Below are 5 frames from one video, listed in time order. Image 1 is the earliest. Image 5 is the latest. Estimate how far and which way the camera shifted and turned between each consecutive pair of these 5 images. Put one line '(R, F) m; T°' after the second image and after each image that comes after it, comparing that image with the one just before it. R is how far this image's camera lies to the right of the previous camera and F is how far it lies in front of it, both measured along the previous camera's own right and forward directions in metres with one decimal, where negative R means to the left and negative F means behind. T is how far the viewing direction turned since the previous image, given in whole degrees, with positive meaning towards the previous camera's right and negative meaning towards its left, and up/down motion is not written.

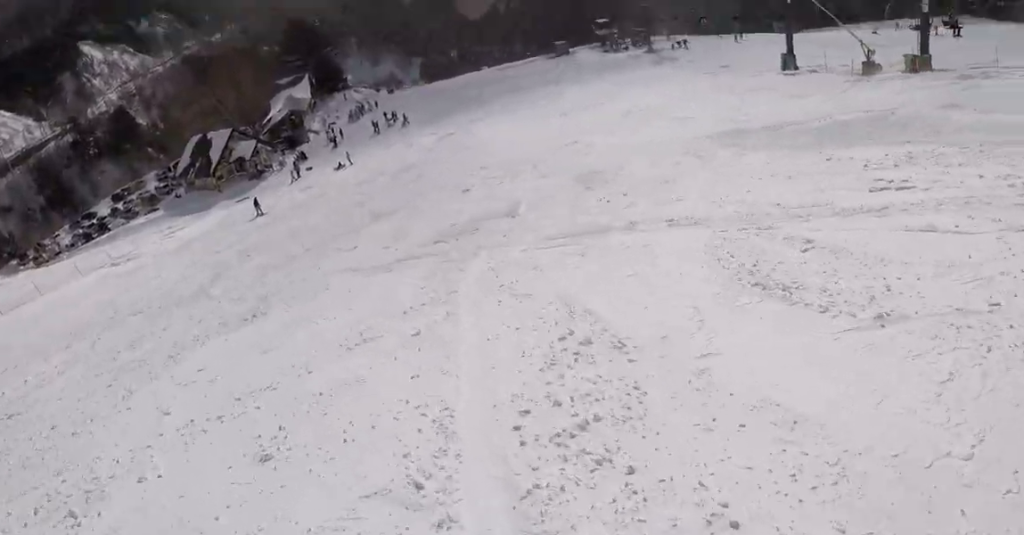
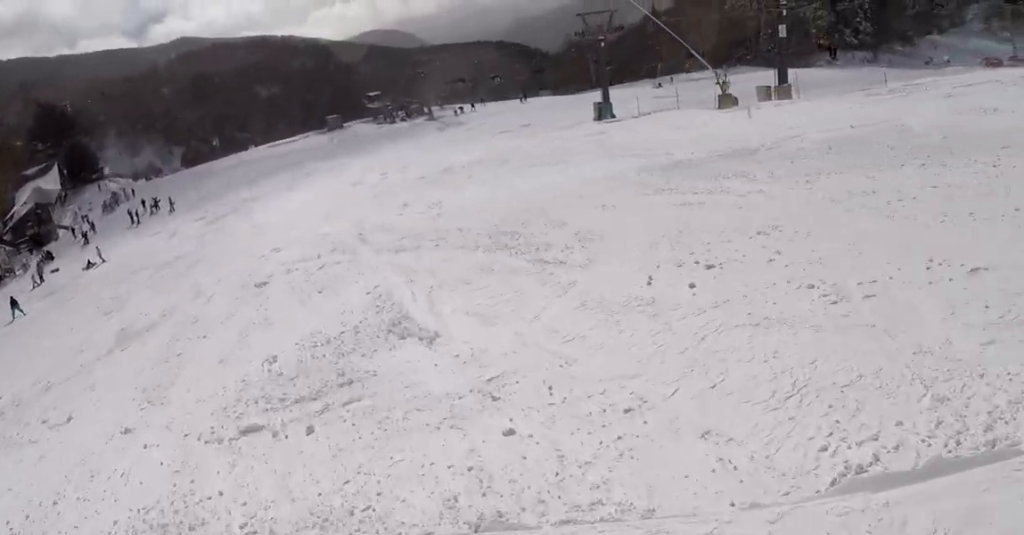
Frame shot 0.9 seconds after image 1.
(+1.0, +8.3) m; +22°
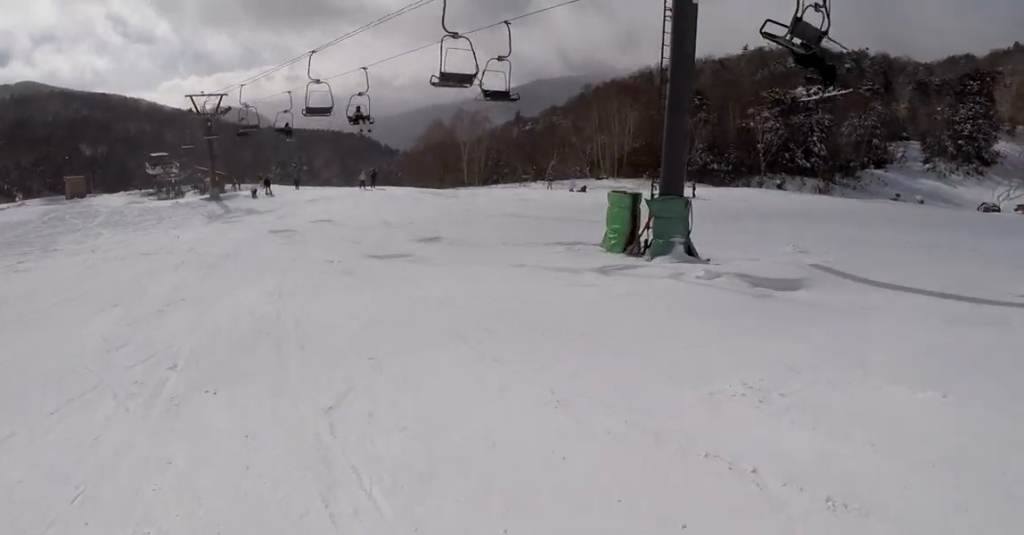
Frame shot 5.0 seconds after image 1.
(+2.3, +36.6) m; +4°
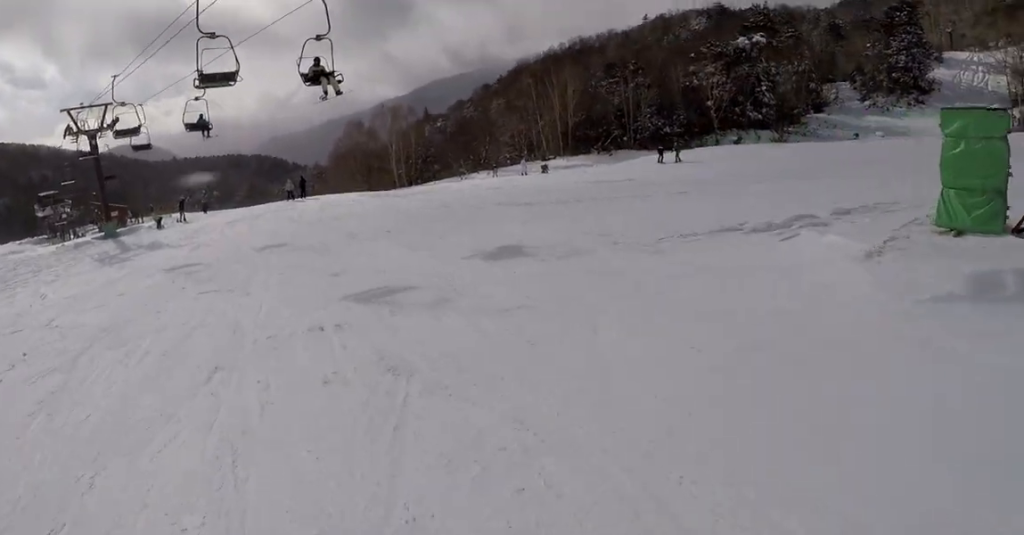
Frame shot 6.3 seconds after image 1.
(+1.3, +10.6) m; +3°
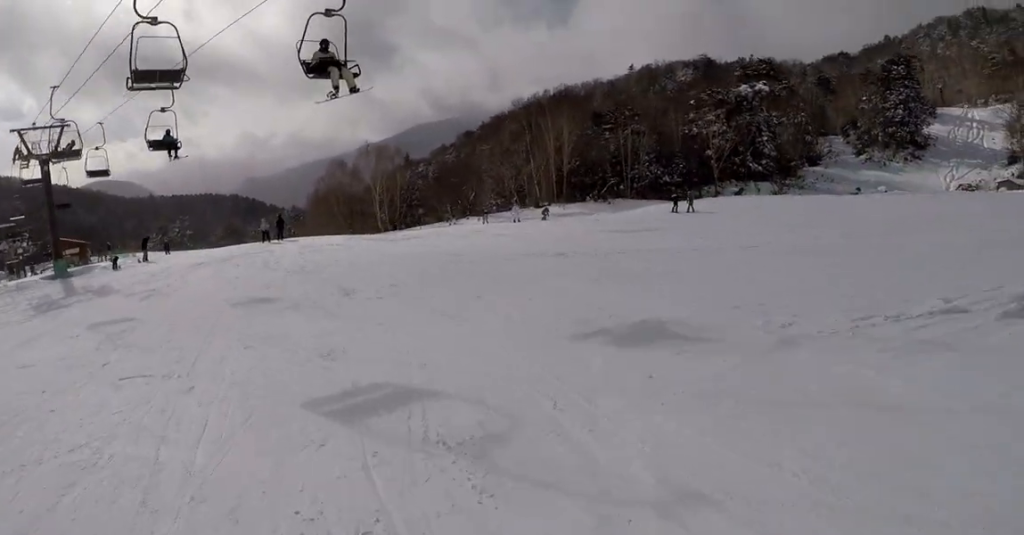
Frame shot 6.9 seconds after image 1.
(-0.3, +5.1) m; -2°
